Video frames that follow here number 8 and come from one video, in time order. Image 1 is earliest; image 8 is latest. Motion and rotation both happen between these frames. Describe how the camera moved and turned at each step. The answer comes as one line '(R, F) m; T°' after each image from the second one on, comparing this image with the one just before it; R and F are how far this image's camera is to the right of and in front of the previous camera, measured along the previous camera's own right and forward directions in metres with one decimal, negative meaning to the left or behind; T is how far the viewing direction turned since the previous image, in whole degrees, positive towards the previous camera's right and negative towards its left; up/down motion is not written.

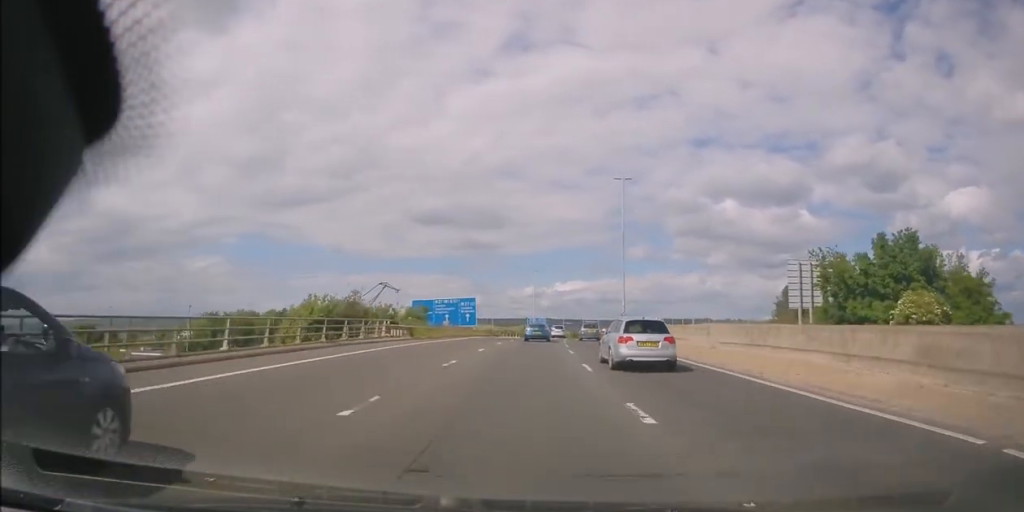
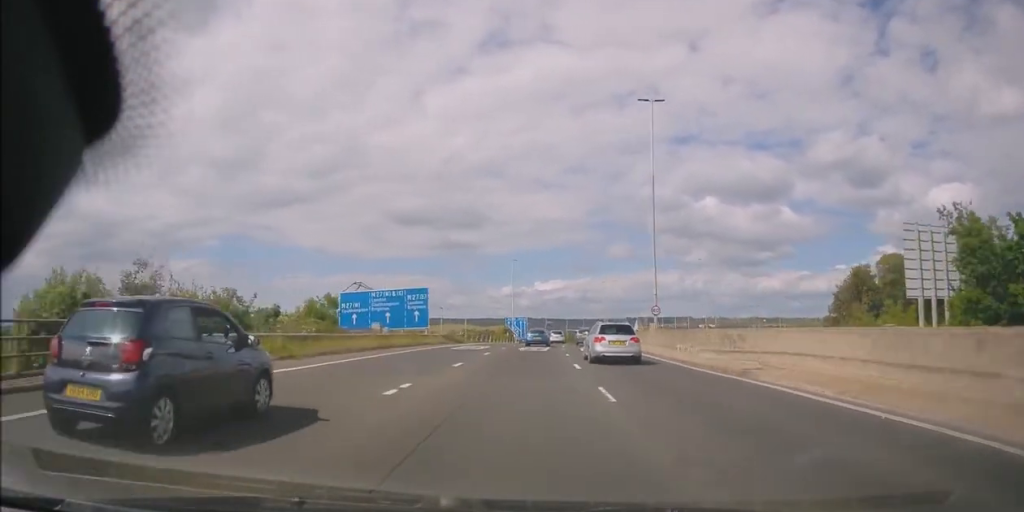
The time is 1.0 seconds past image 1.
(+0.4, +22.9) m; +1°
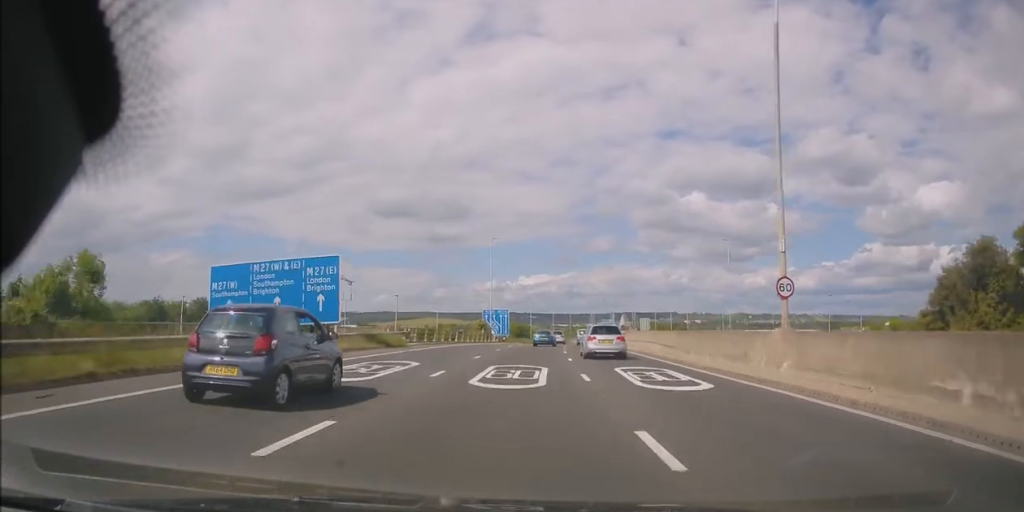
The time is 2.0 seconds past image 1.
(-0.1, +21.5) m; +1°
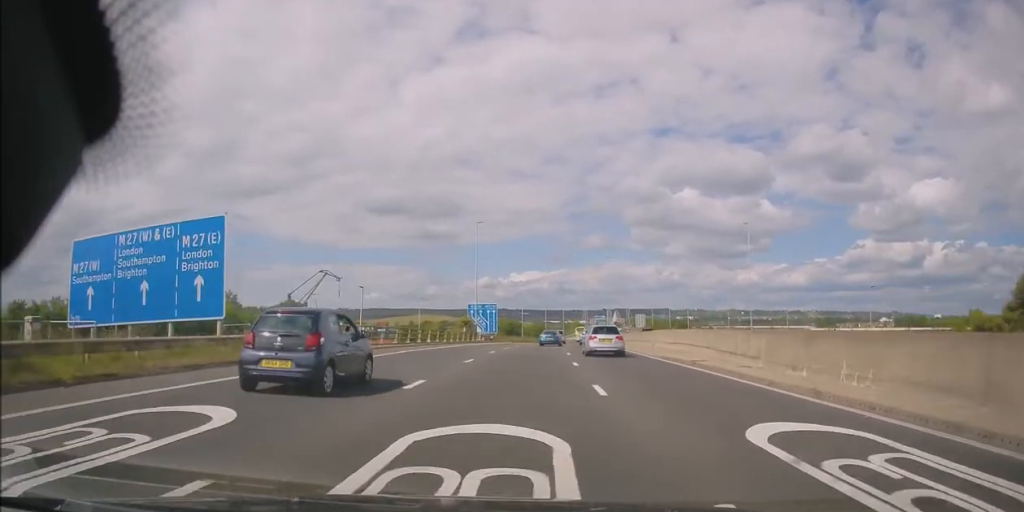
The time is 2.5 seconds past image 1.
(+0.2, +11.9) m; +1°
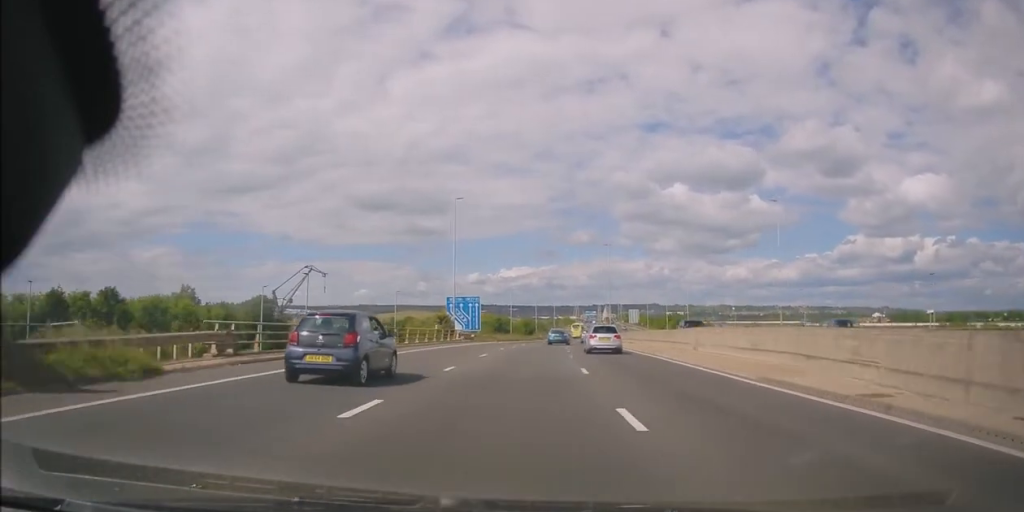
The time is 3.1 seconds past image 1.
(0.0, +12.6) m; +2°
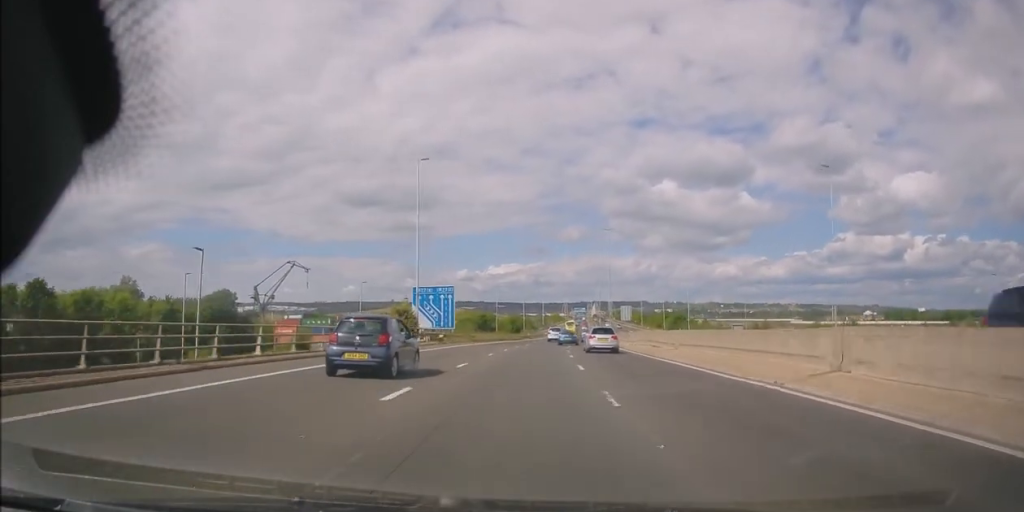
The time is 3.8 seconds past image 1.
(+0.4, +14.8) m; +1°
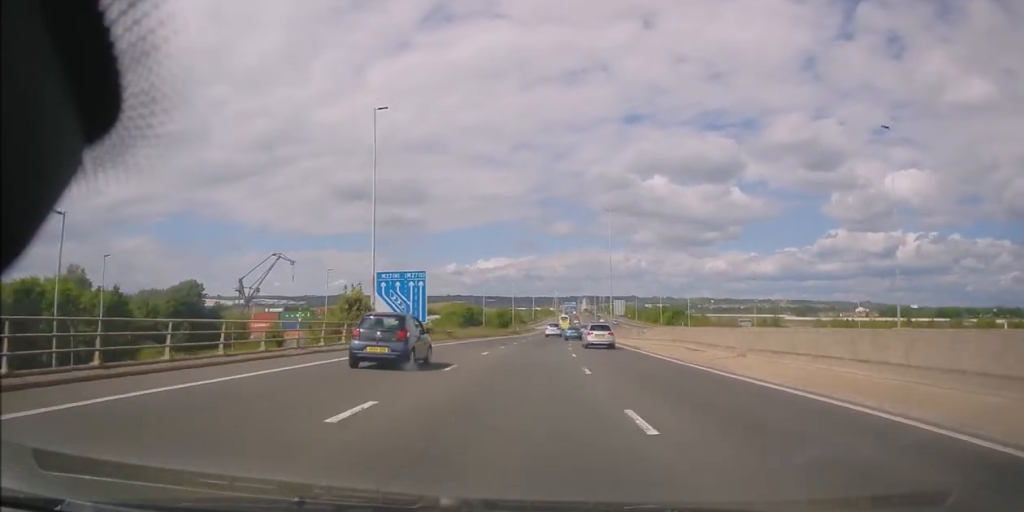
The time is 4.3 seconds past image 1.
(+0.1, +11.2) m; +1°
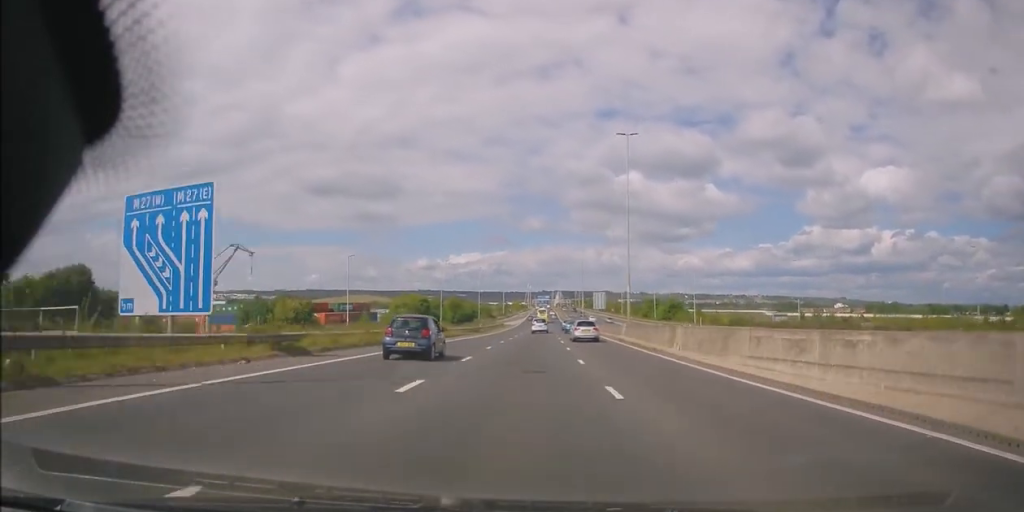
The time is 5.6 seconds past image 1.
(+0.5, +31.3) m; +2°
